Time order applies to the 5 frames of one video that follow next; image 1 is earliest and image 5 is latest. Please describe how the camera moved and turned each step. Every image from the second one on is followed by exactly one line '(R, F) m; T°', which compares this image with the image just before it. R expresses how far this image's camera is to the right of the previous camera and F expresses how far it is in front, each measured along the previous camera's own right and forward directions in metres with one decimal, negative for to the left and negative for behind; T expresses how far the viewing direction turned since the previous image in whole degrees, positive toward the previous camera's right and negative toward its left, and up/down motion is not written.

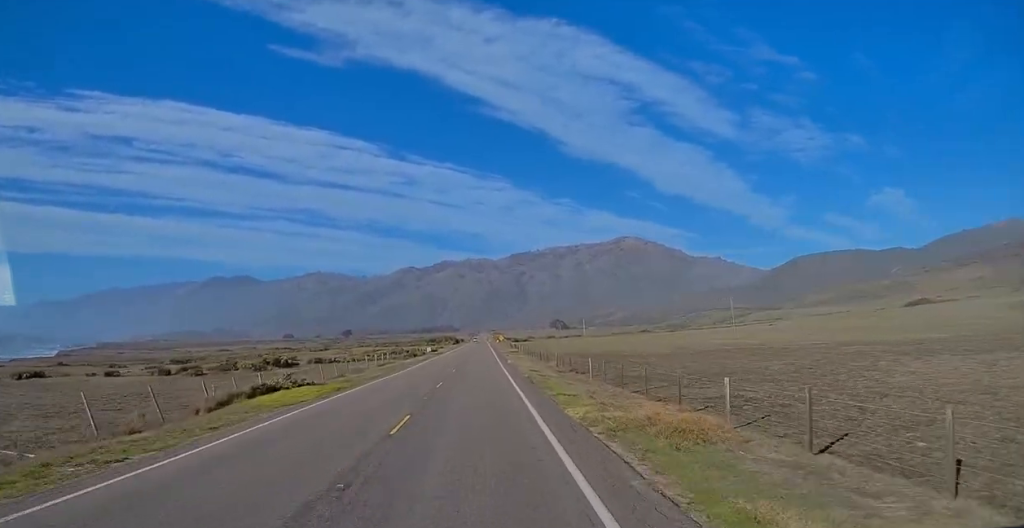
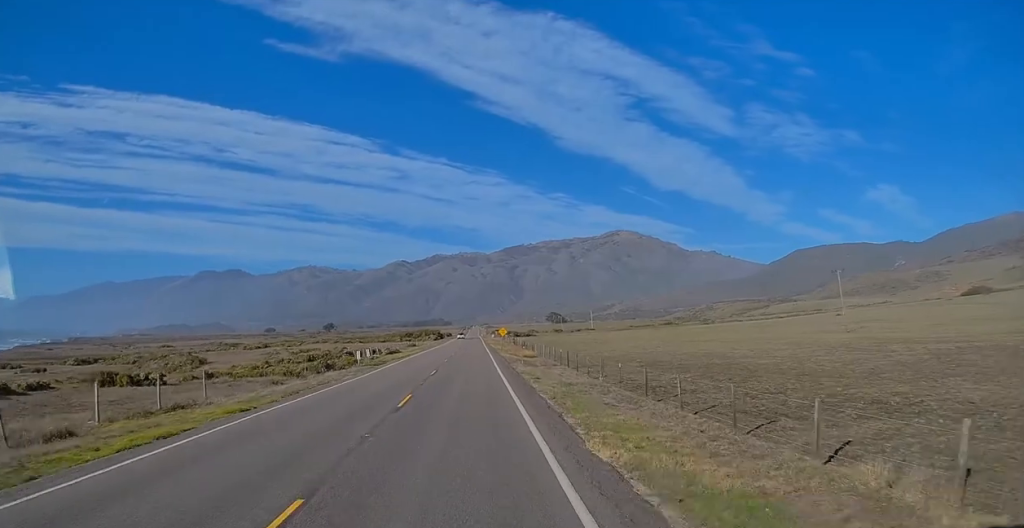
(-1.1, +54.2) m; -2°
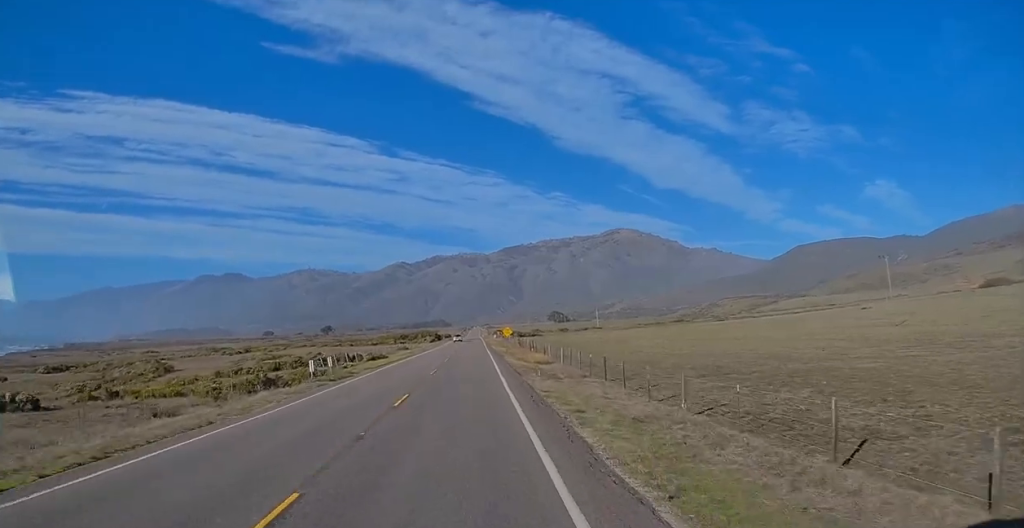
(-0.3, +15.5) m; 0°
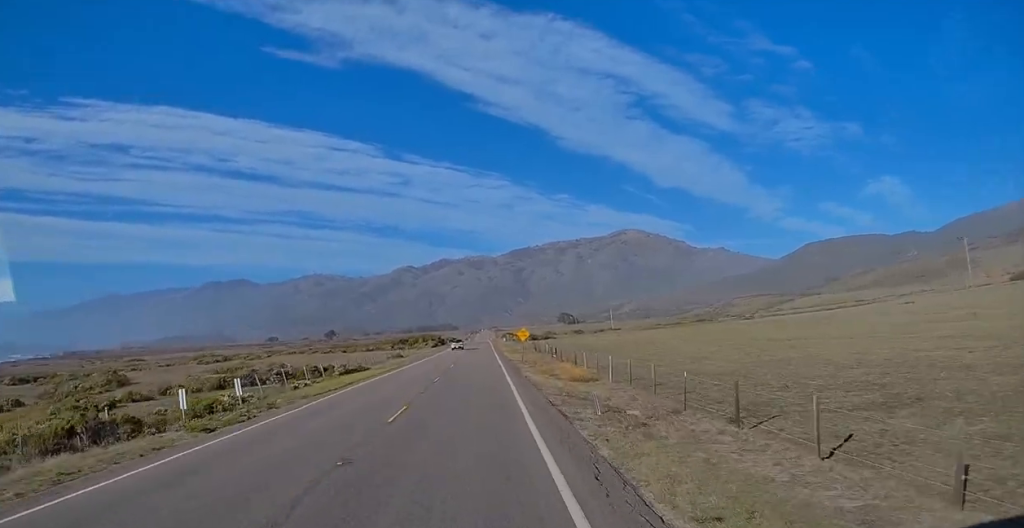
(+0.5, +17.2) m; 0°
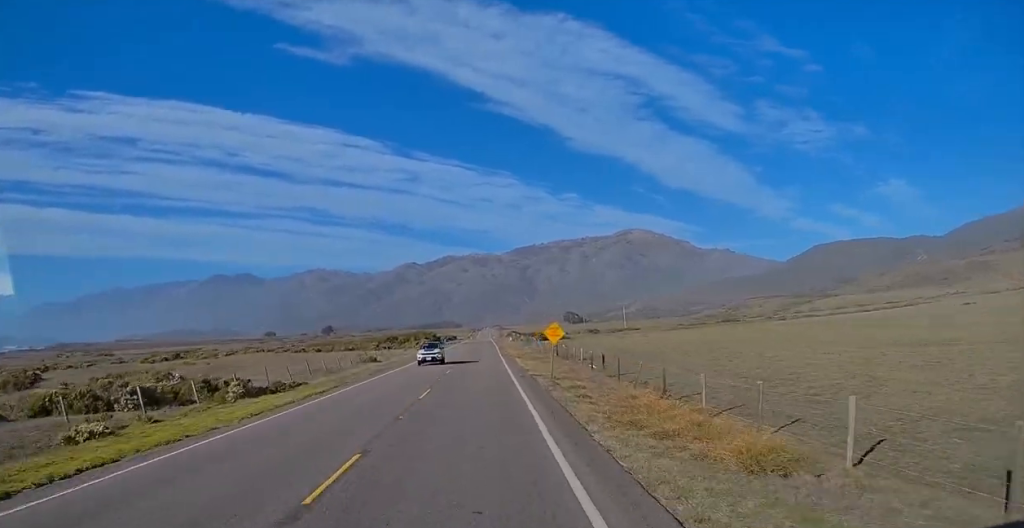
(-0.1, +22.8) m; 0°
